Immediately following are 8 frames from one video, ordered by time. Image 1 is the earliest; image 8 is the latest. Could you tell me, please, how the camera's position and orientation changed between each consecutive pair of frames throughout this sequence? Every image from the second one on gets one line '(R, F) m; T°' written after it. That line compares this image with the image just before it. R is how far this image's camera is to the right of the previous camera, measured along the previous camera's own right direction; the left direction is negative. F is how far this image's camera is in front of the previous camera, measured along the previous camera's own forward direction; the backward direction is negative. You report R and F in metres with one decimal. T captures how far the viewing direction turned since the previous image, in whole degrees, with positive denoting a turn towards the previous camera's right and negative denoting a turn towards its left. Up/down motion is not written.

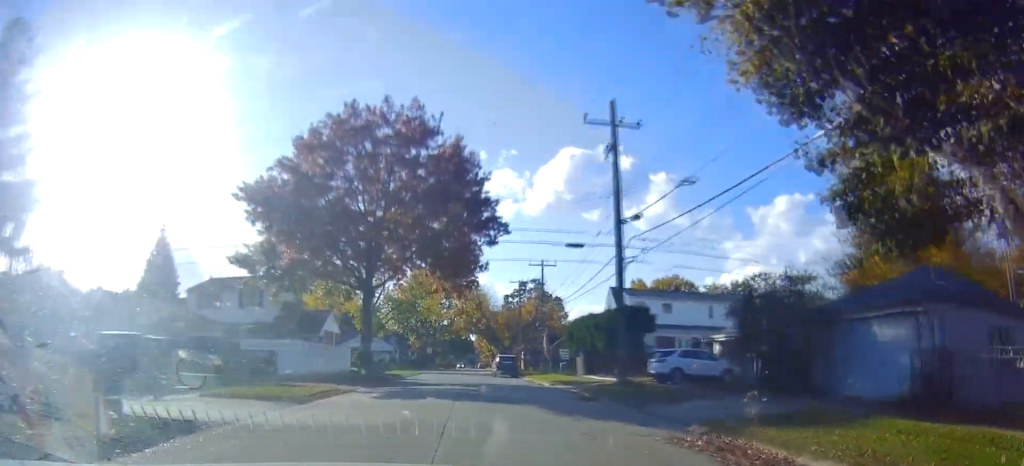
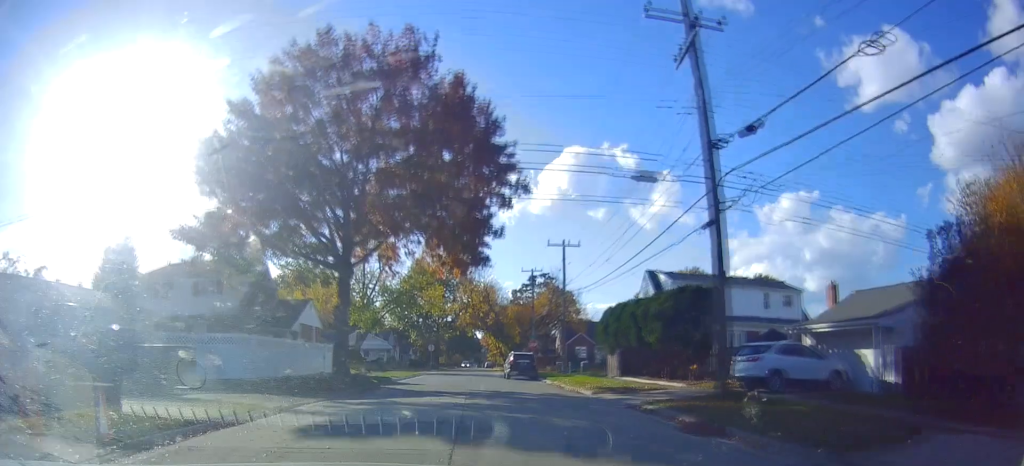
(0.0, +8.7) m; -2°
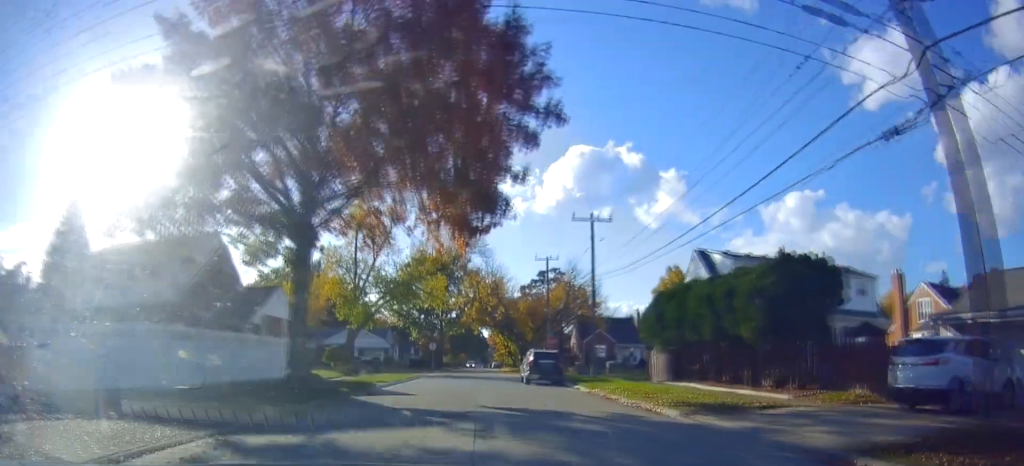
(-0.4, +8.2) m; 0°
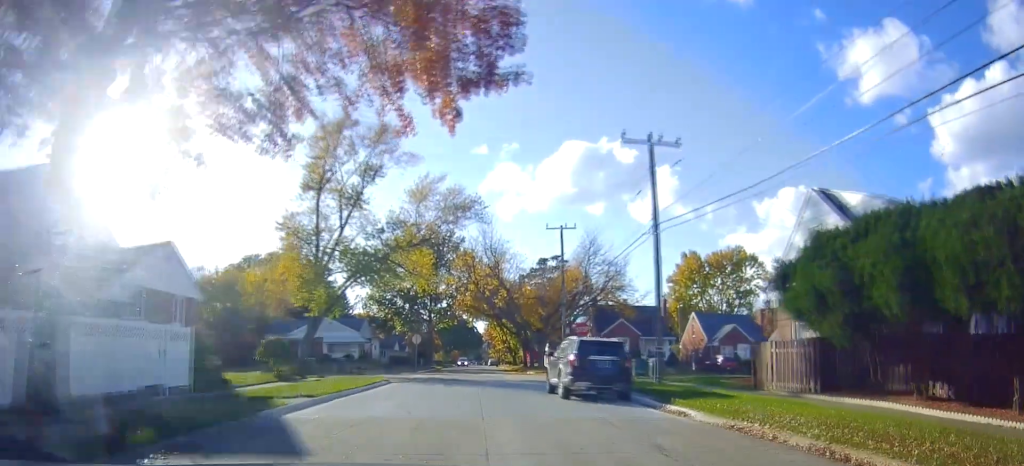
(+0.4, +13.2) m; 0°
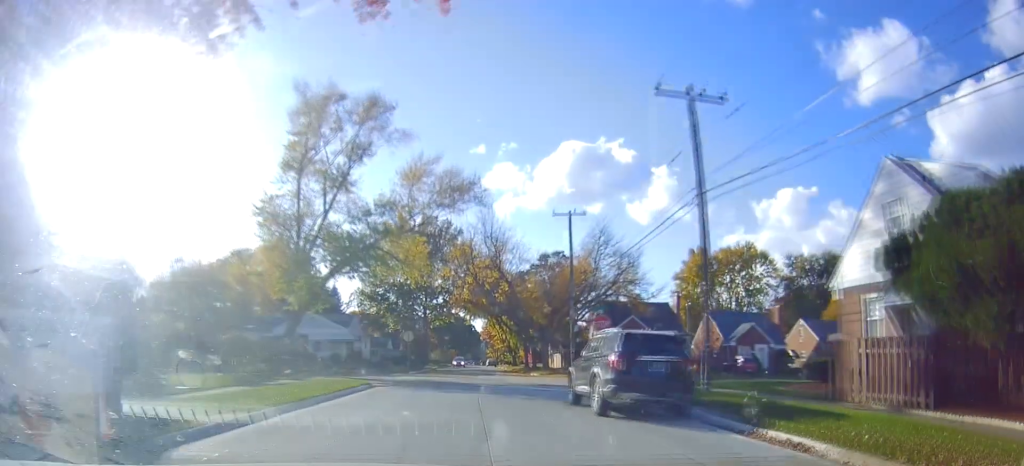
(-0.2, +5.0) m; 0°
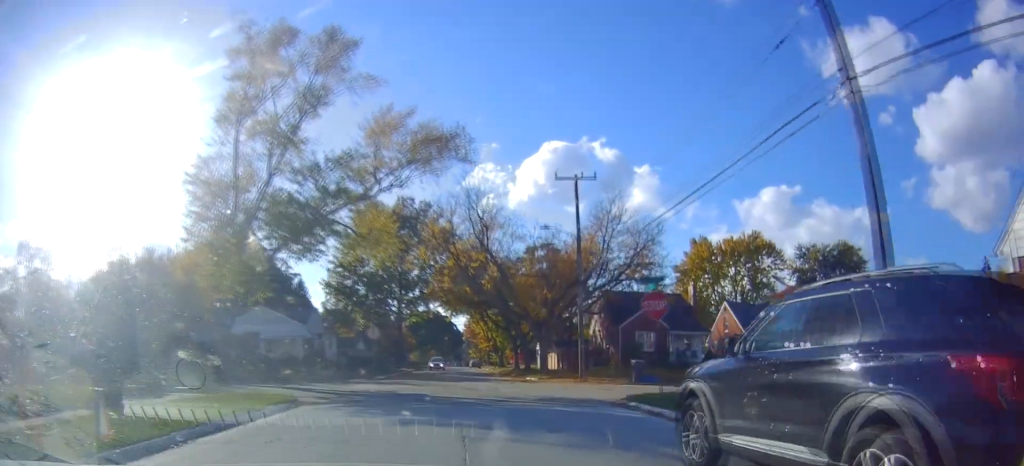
(+0.1, +9.8) m; +2°
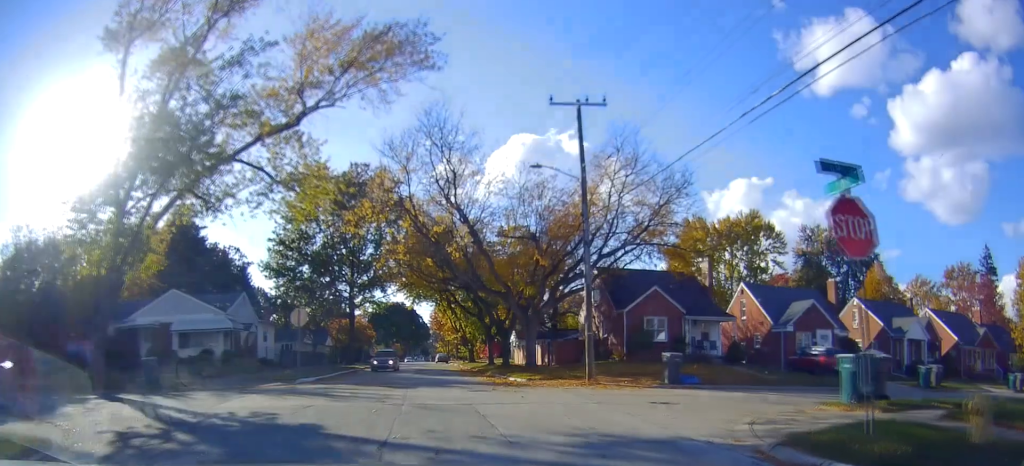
(+0.2, +11.8) m; +4°
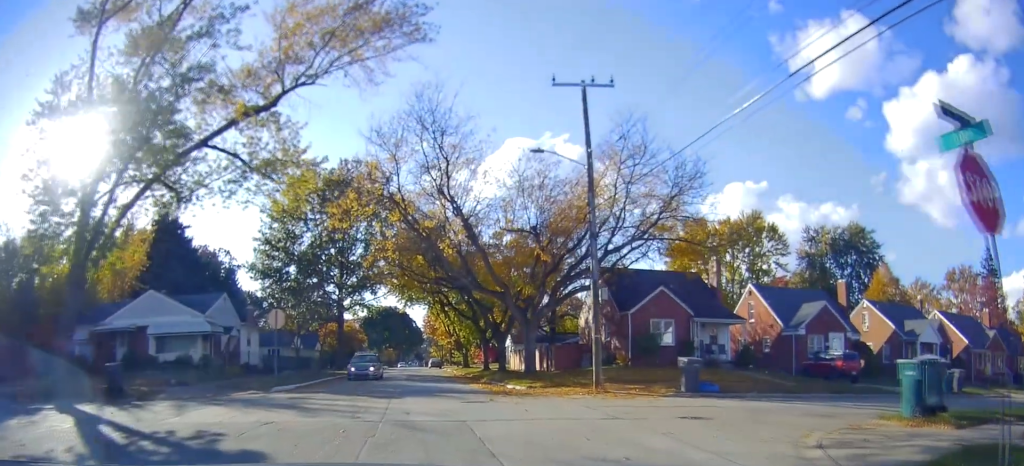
(-0.1, +3.4) m; +6°
